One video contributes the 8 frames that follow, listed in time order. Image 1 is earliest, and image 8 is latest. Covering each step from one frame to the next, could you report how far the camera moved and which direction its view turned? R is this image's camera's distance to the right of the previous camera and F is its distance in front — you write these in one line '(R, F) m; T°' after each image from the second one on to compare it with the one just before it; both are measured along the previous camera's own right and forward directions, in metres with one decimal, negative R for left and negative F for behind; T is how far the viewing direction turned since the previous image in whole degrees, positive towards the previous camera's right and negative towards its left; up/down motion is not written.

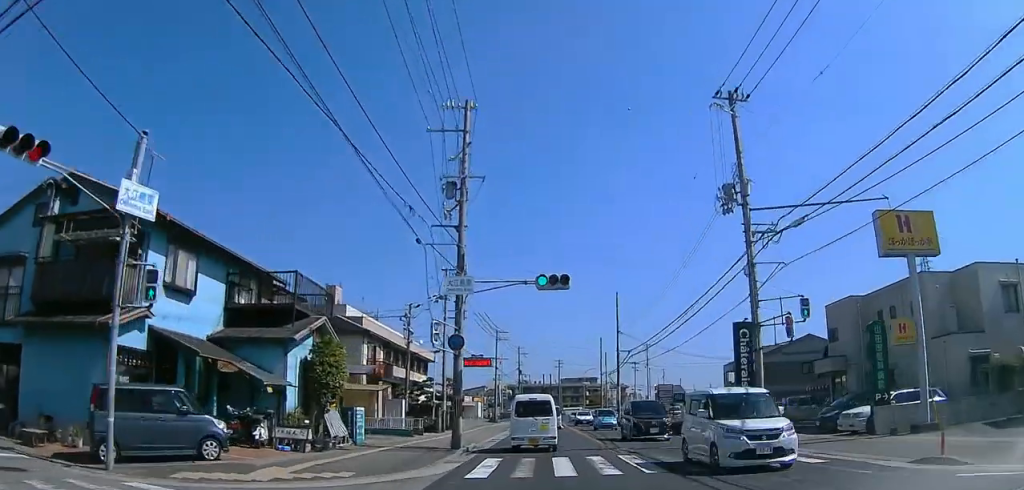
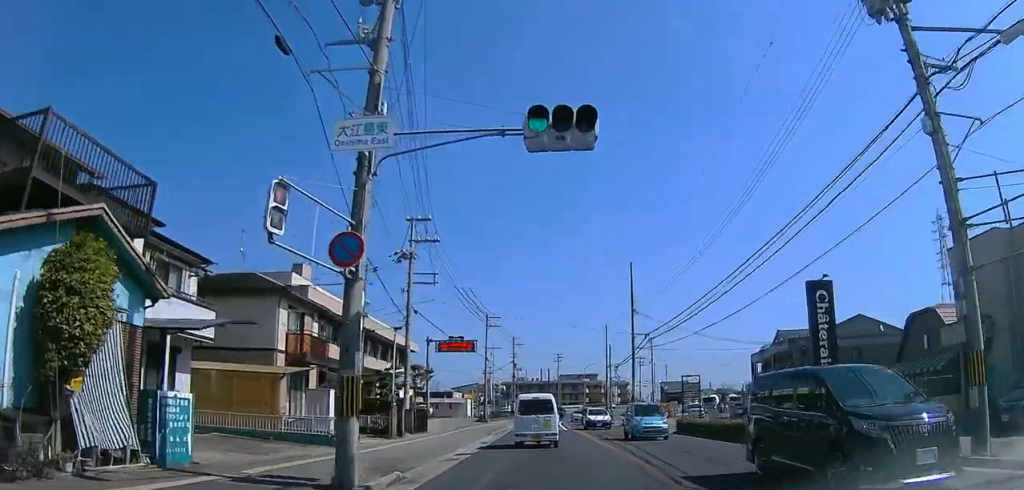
(+0.3, +11.7) m; +2°
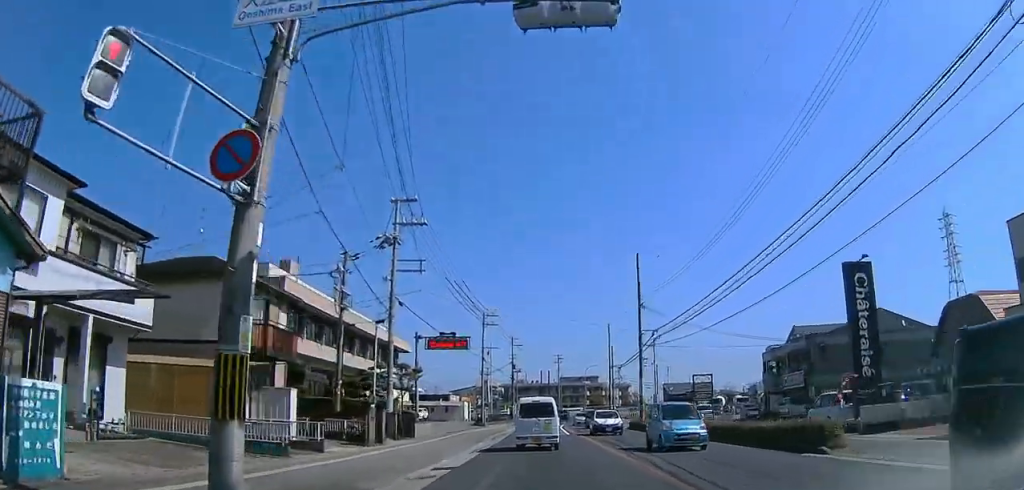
(+0.1, +3.7) m; 0°
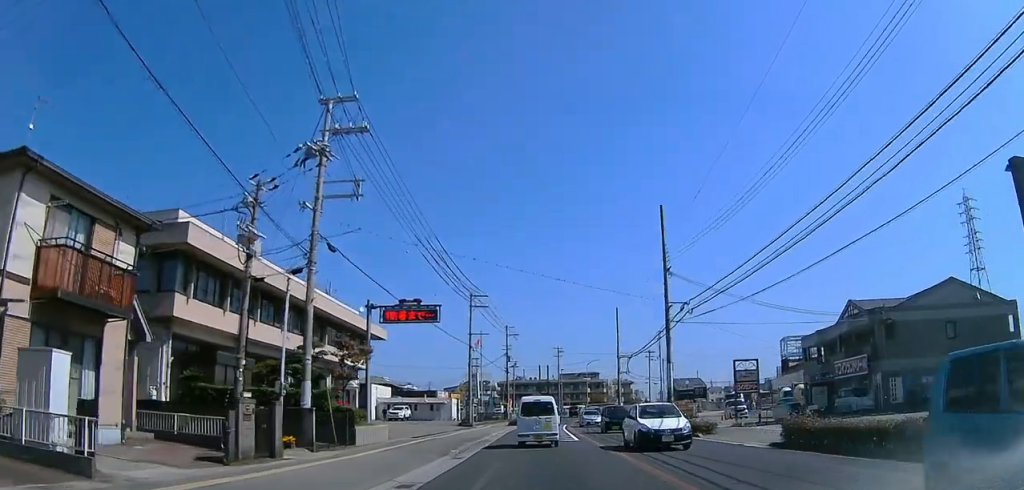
(-0.3, +10.5) m; 0°
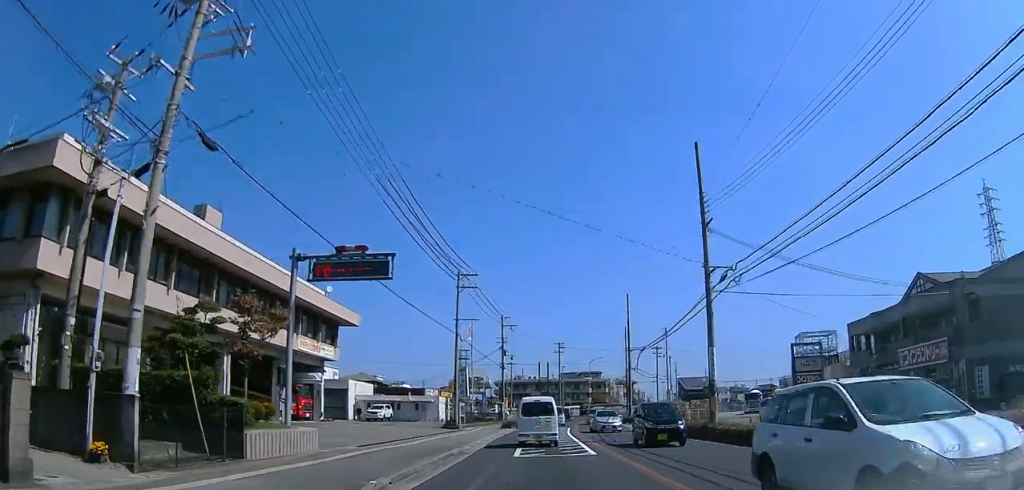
(+0.3, +8.8) m; +2°
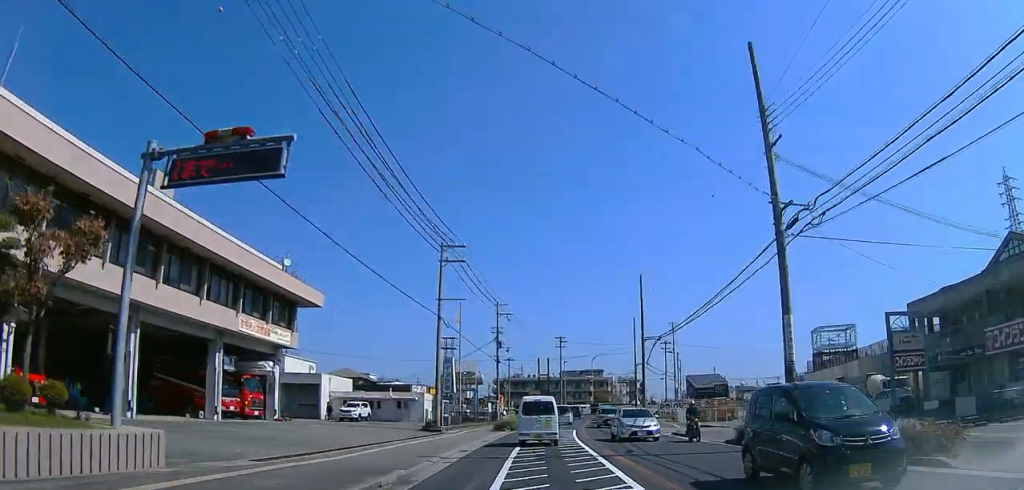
(0.0, +8.5) m; 0°
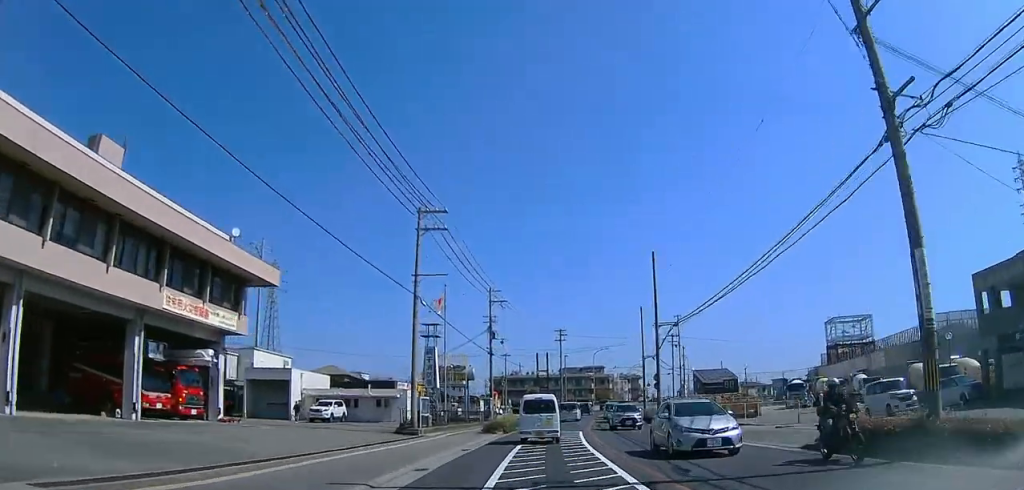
(0.0, +7.2) m; +1°
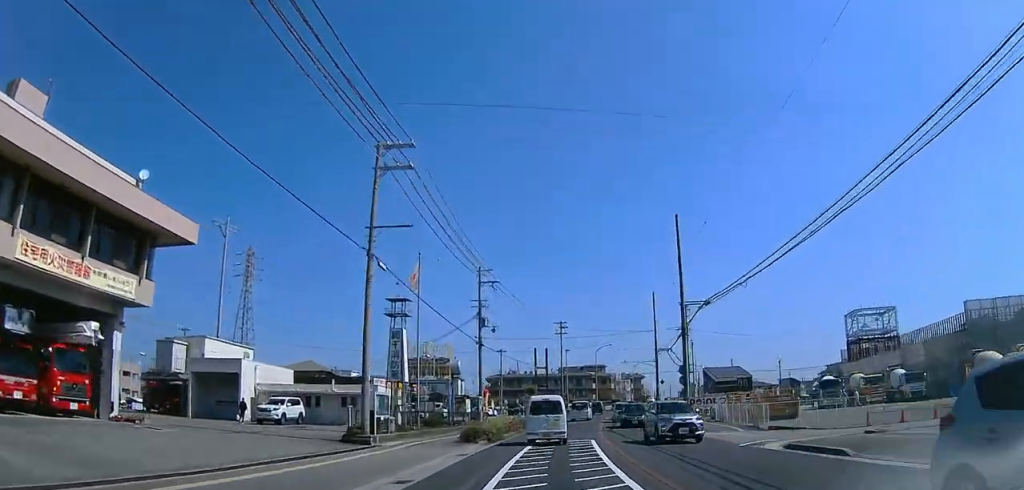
(0.0, +9.0) m; +1°
